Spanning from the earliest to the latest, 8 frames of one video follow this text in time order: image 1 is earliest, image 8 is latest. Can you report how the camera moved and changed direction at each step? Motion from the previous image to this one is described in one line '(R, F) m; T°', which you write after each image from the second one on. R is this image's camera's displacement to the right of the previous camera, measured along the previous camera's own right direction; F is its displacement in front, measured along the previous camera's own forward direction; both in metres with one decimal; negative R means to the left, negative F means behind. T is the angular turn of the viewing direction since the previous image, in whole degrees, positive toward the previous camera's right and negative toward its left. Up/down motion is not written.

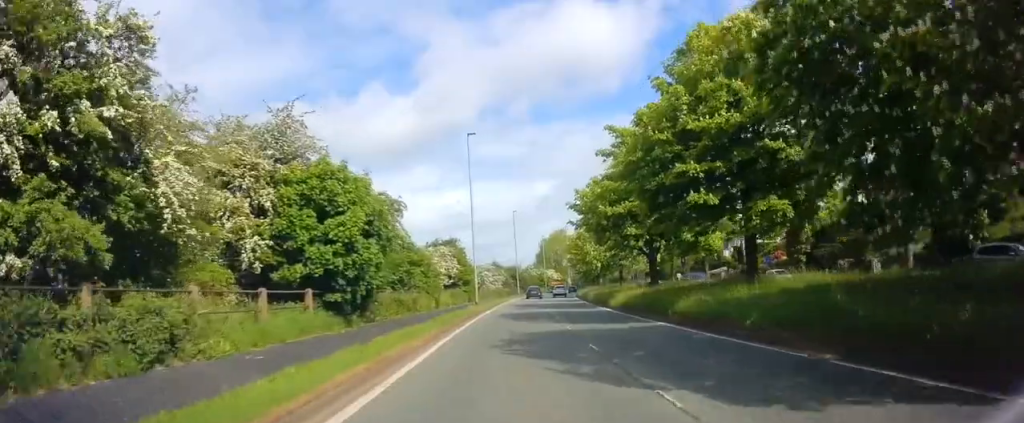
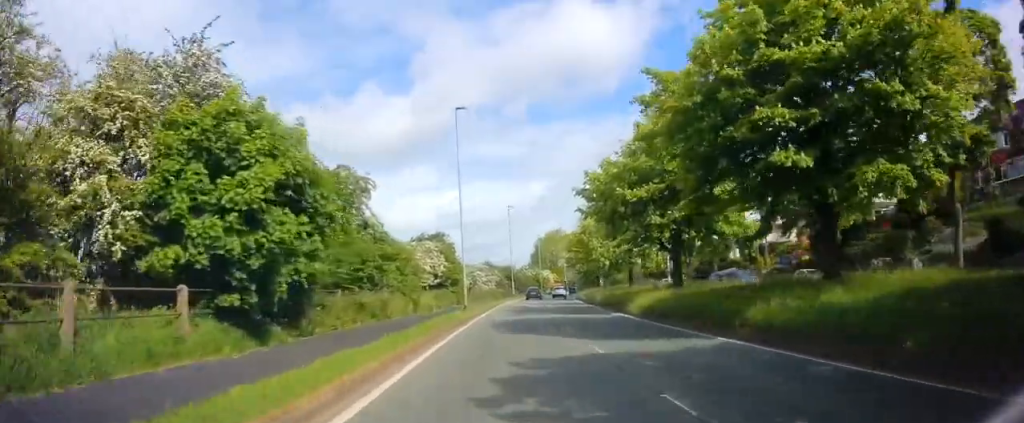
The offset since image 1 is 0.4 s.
(0.0, +6.3) m; +1°
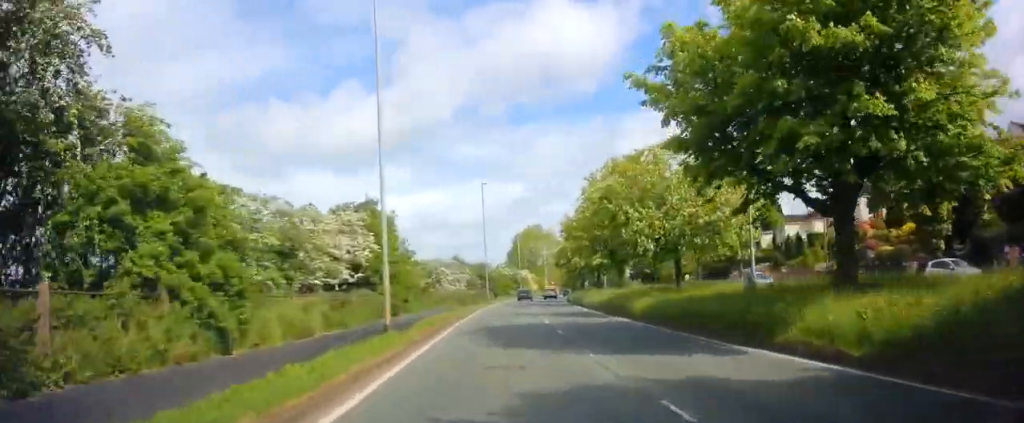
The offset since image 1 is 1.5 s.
(+0.3, +17.9) m; +2°
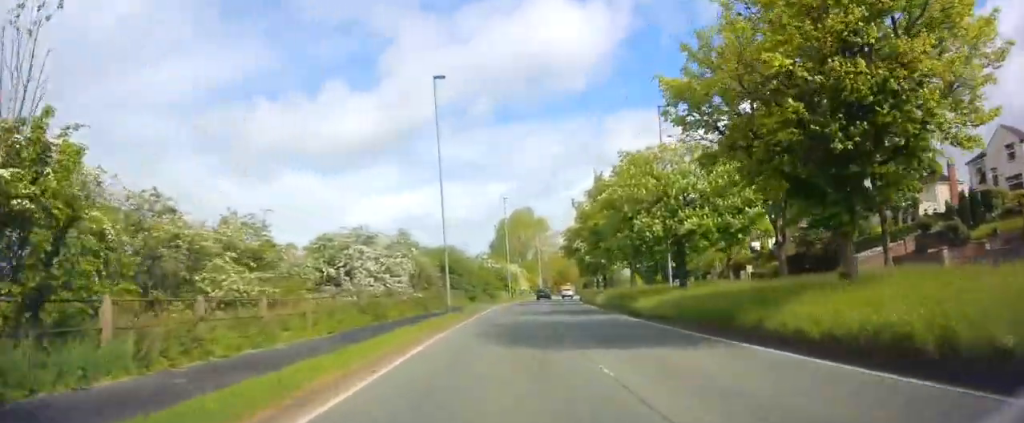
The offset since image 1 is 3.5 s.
(+0.6, +31.0) m; +2°
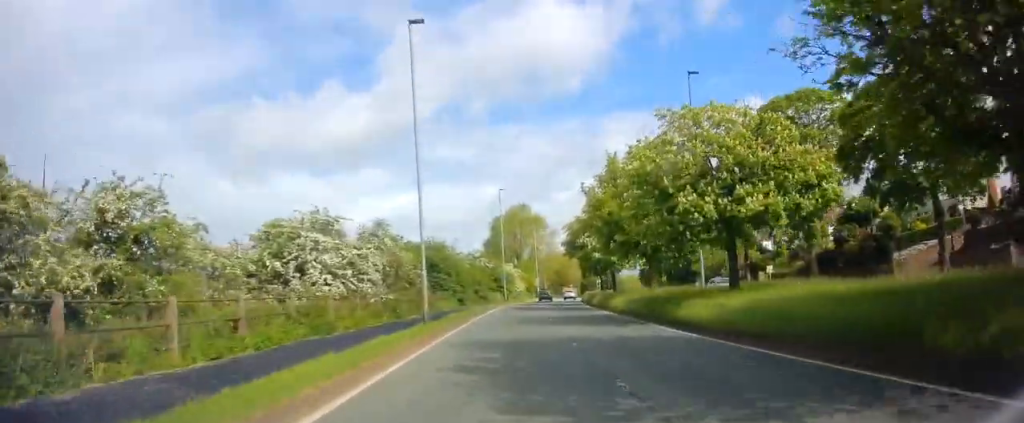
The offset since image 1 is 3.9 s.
(+0.1, +6.9) m; +1°
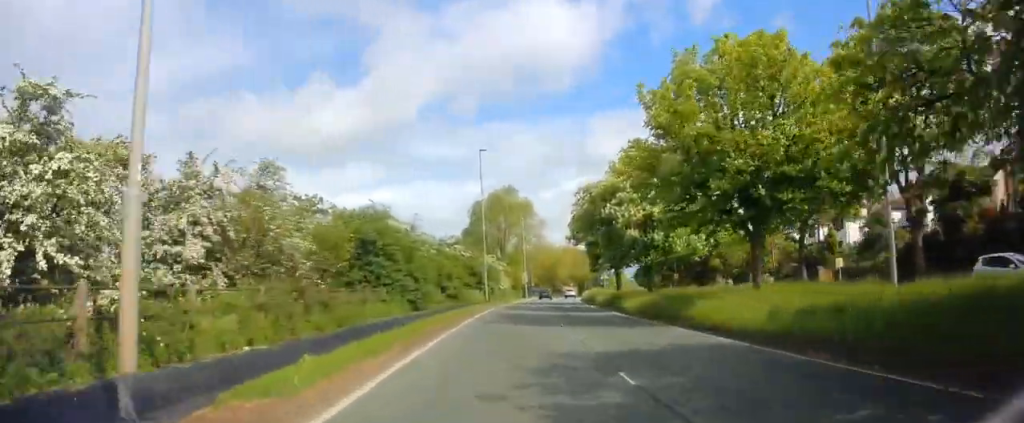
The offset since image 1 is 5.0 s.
(+0.1, +16.8) m; +1°
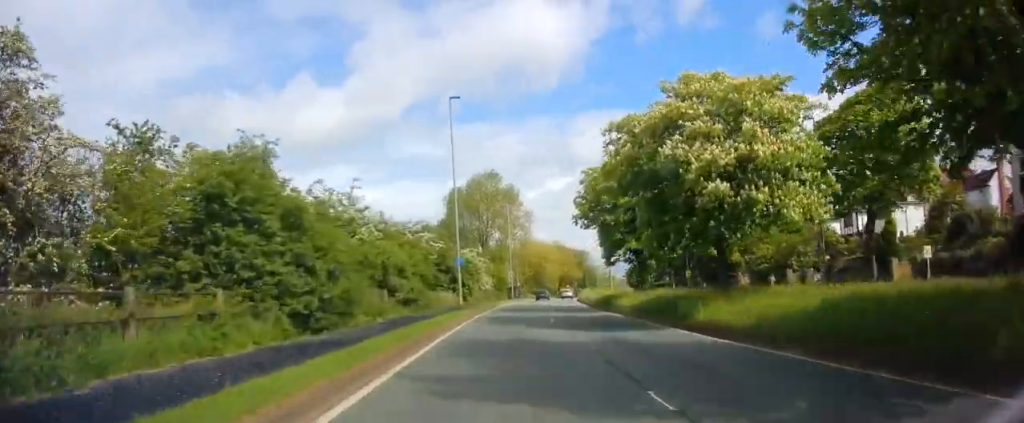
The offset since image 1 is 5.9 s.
(+0.1, +13.2) m; +2°
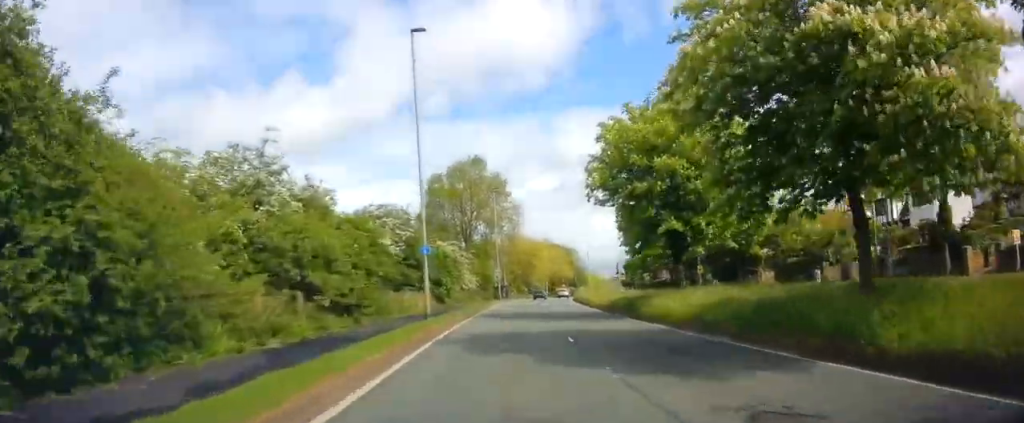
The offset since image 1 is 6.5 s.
(+0.1, +9.4) m; +2°
